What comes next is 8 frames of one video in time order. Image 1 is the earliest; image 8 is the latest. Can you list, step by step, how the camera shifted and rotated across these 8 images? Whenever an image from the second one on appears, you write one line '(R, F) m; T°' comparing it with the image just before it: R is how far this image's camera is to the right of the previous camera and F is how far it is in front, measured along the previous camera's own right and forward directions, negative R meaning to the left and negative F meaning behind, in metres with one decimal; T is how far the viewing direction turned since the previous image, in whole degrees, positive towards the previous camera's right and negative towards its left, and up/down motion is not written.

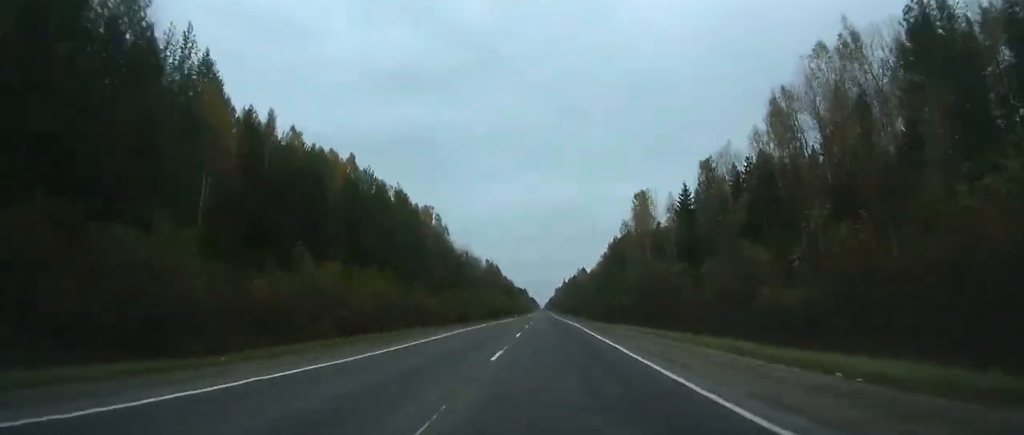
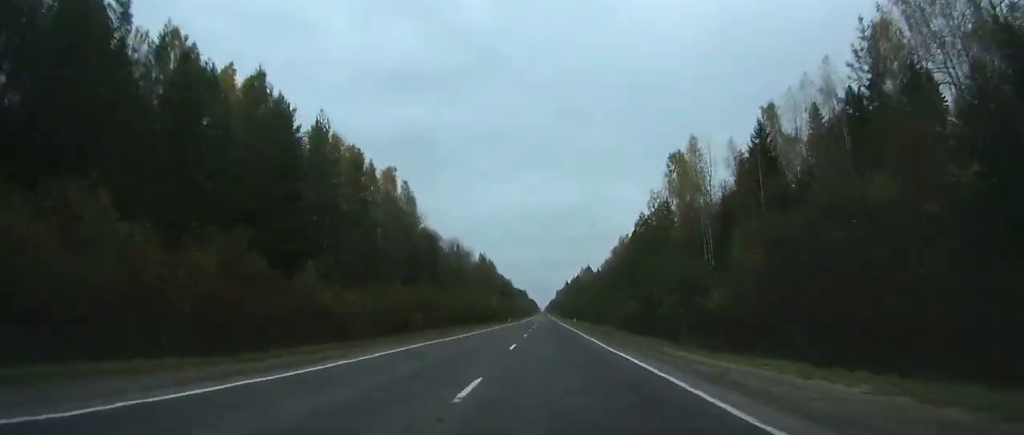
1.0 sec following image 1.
(0.0, +31.1) m; 0°
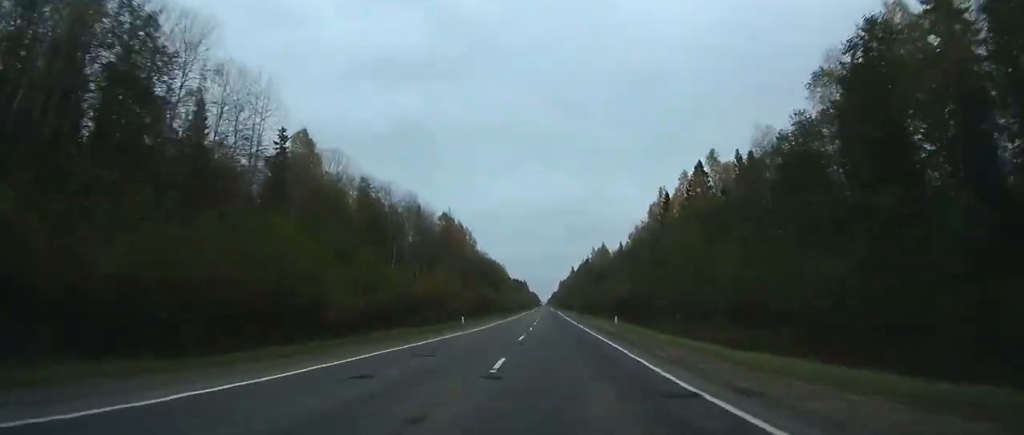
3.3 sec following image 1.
(0.0, +68.7) m; 0°
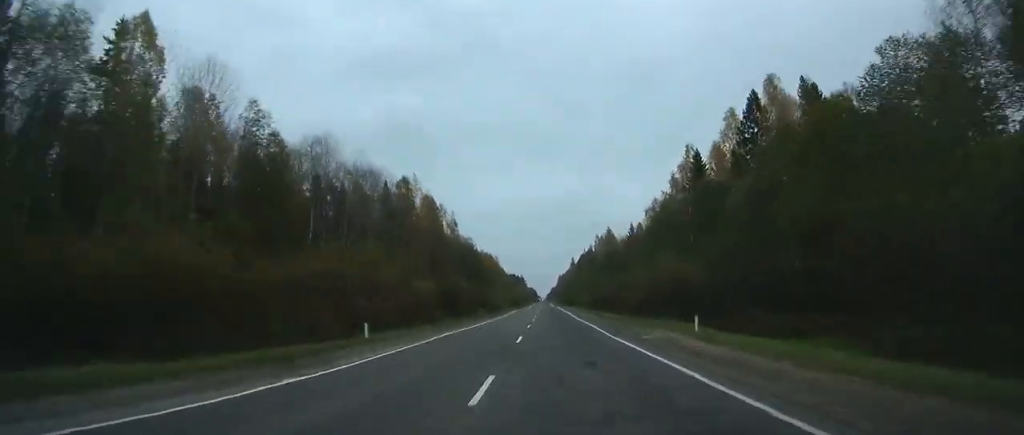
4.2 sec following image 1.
(0.0, +27.4) m; 0°
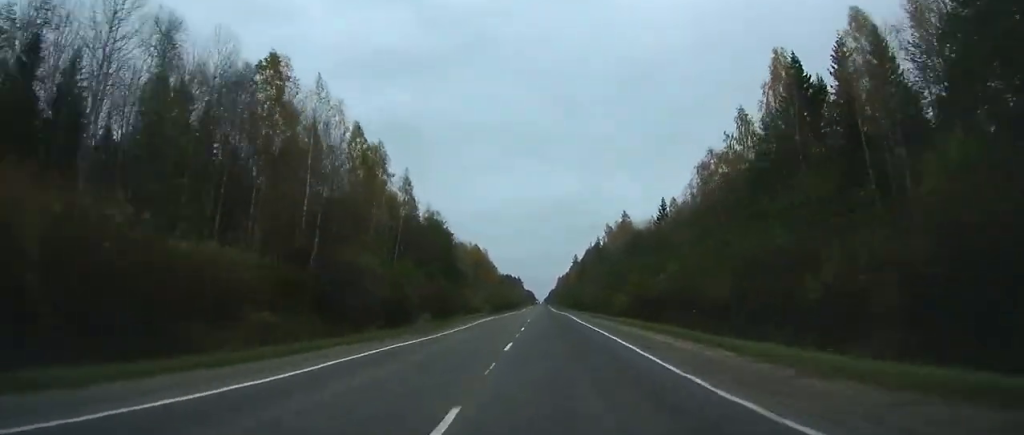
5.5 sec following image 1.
(-0.1, +37.7) m; 0°
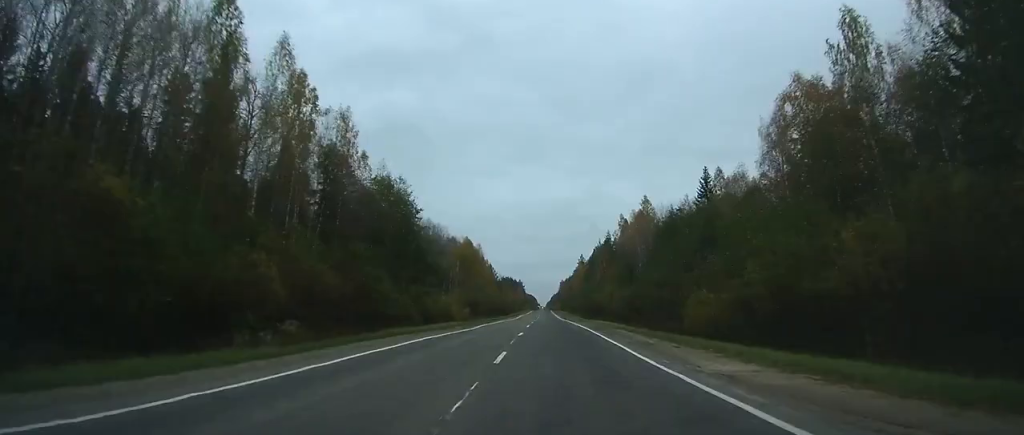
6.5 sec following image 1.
(0.0, +26.0) m; 0°
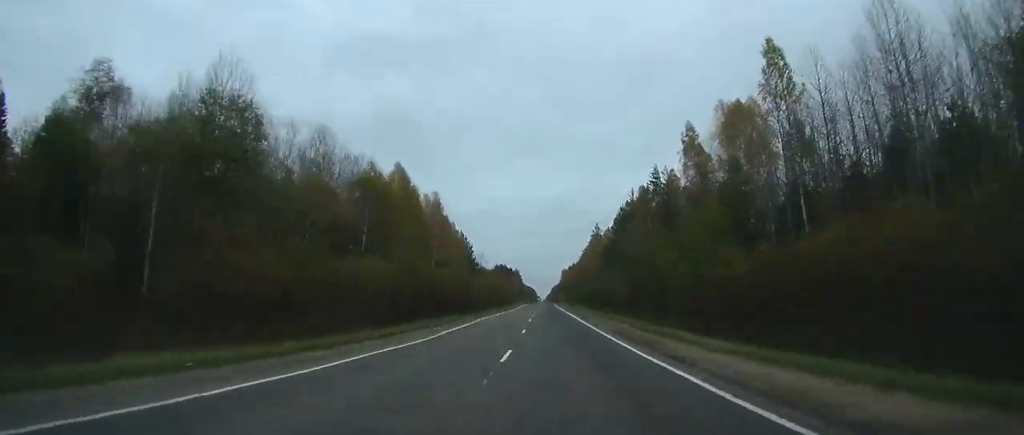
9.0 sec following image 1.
(+0.1, +72.1) m; 0°
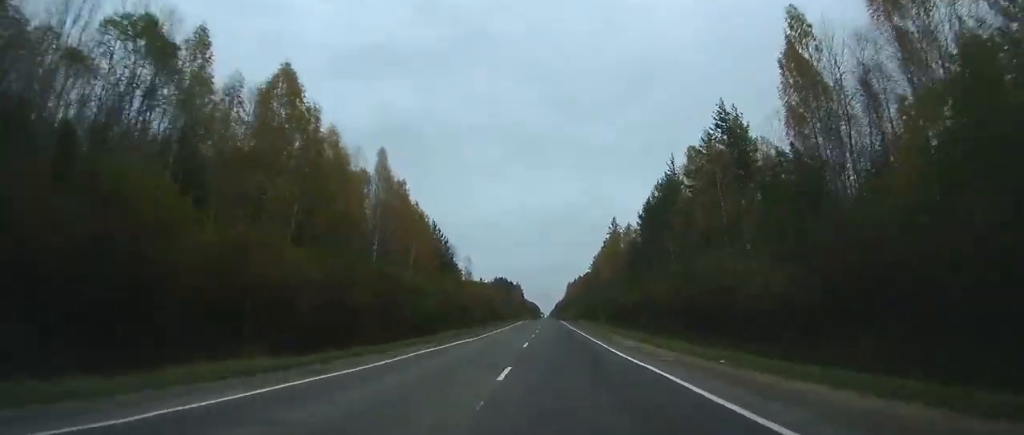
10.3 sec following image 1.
(0.0, +39.4) m; 0°
